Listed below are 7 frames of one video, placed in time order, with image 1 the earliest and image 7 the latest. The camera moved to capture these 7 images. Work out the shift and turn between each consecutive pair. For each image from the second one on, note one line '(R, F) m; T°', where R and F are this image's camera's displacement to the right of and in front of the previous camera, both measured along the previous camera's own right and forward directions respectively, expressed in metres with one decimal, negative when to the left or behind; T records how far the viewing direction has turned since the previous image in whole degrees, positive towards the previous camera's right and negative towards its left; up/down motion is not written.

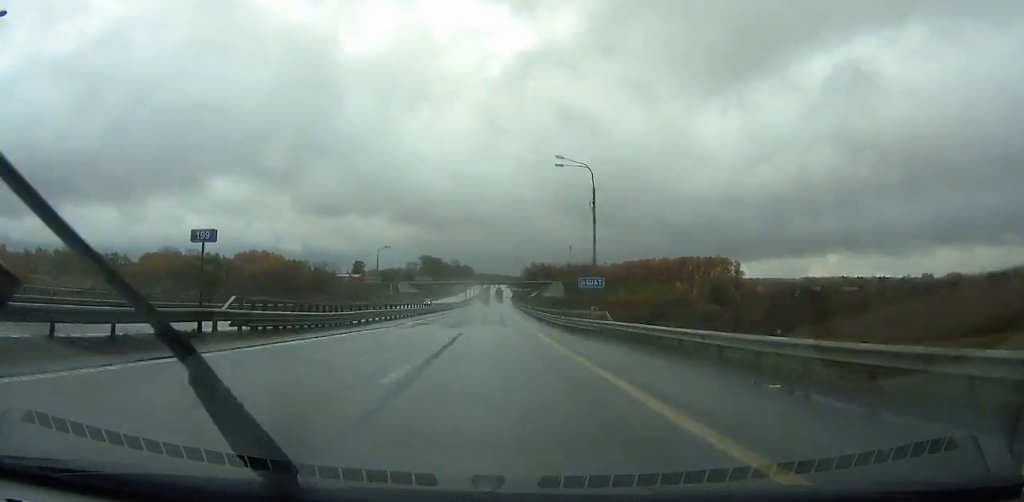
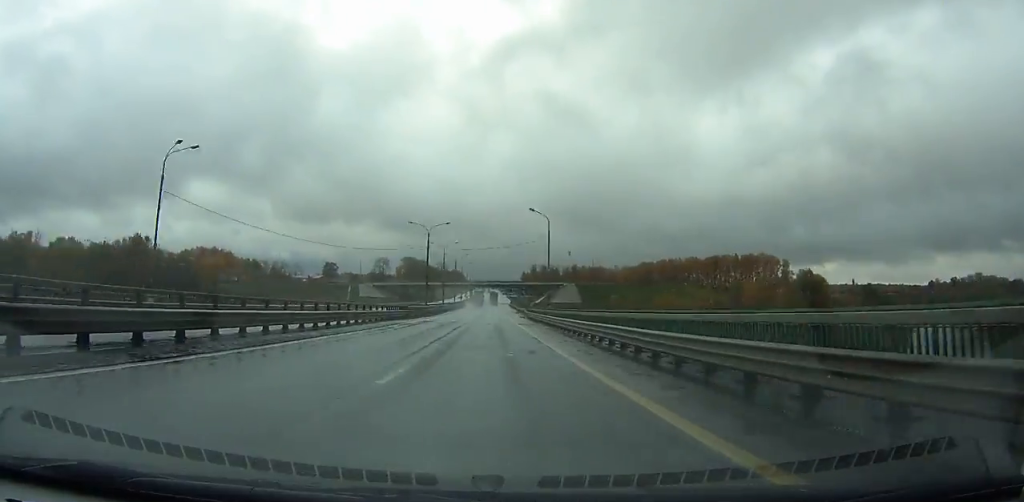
(+0.1, +68.1) m; 0°
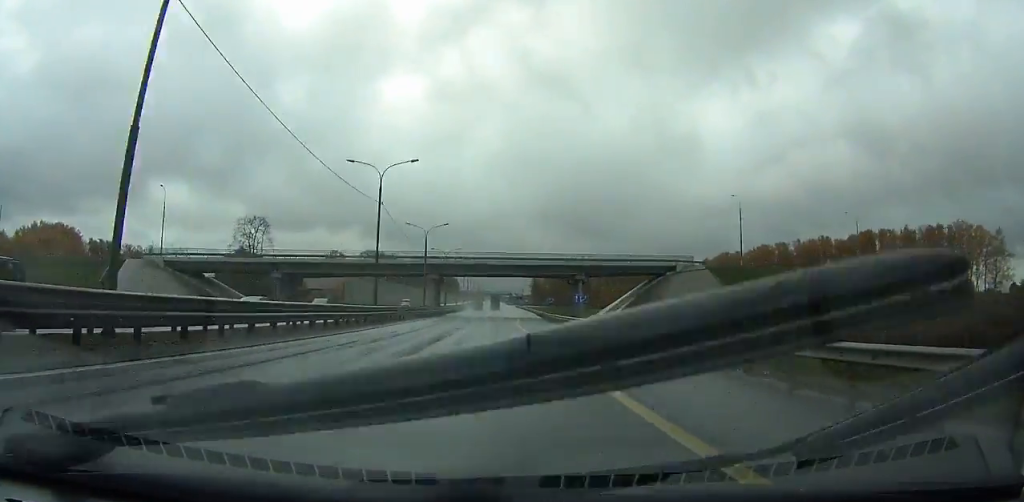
(+0.1, +140.5) m; 0°
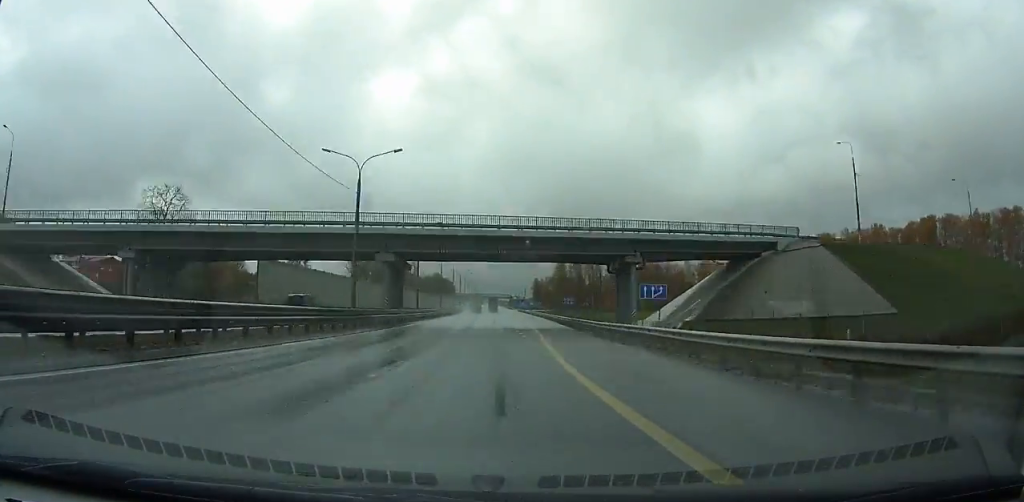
(0.0, +37.0) m; 0°
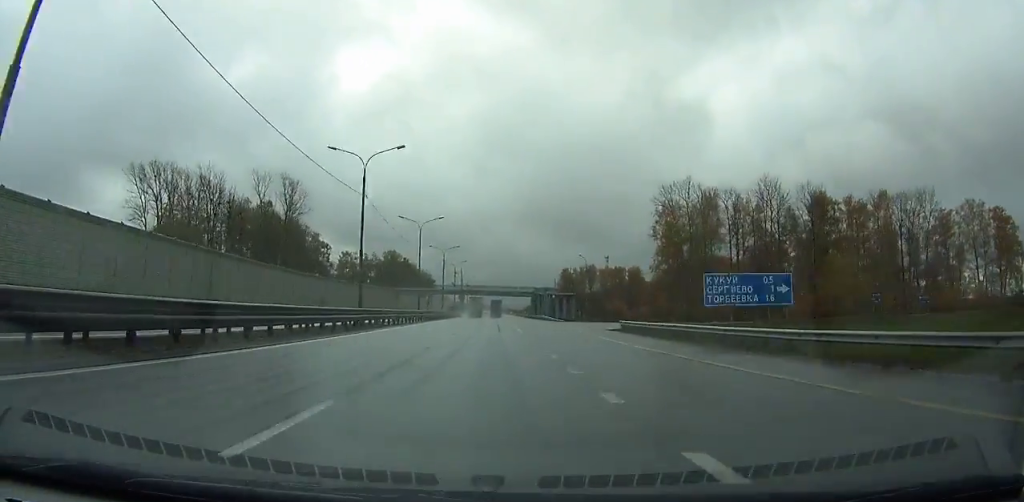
(-0.4, +184.1) m; 0°
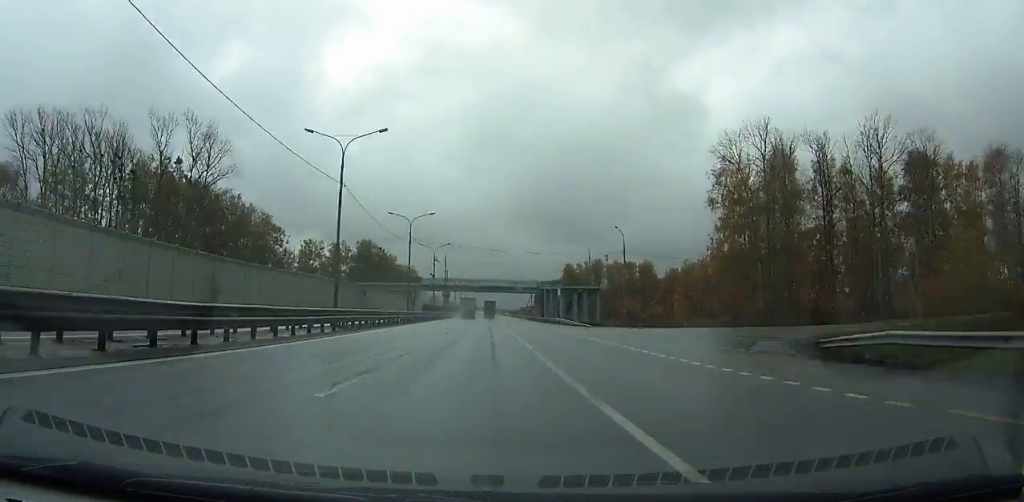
(0.0, +34.1) m; 0°
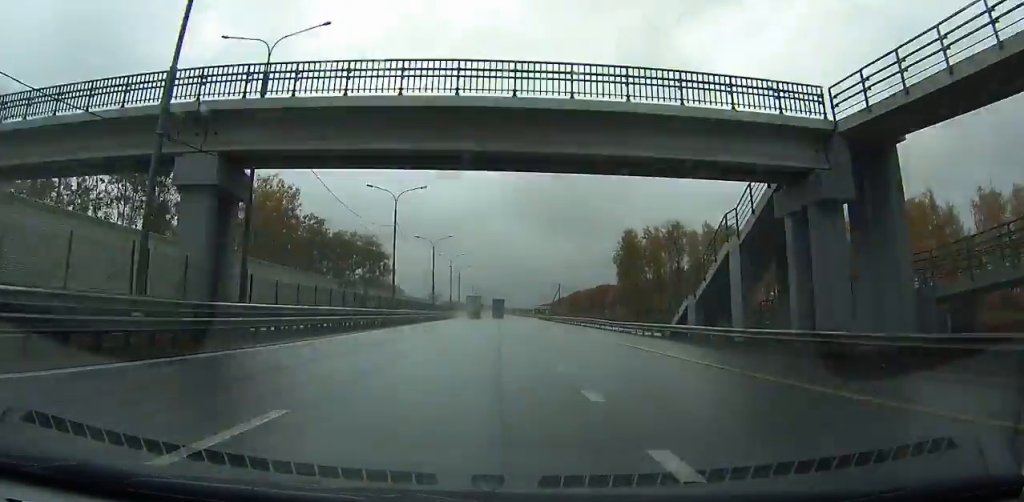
(-0.1, +99.7) m; 0°
